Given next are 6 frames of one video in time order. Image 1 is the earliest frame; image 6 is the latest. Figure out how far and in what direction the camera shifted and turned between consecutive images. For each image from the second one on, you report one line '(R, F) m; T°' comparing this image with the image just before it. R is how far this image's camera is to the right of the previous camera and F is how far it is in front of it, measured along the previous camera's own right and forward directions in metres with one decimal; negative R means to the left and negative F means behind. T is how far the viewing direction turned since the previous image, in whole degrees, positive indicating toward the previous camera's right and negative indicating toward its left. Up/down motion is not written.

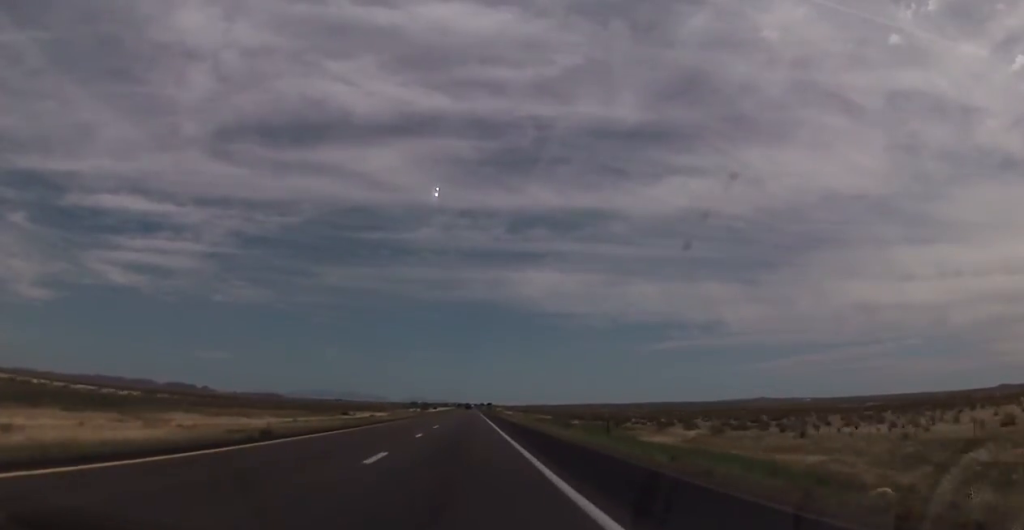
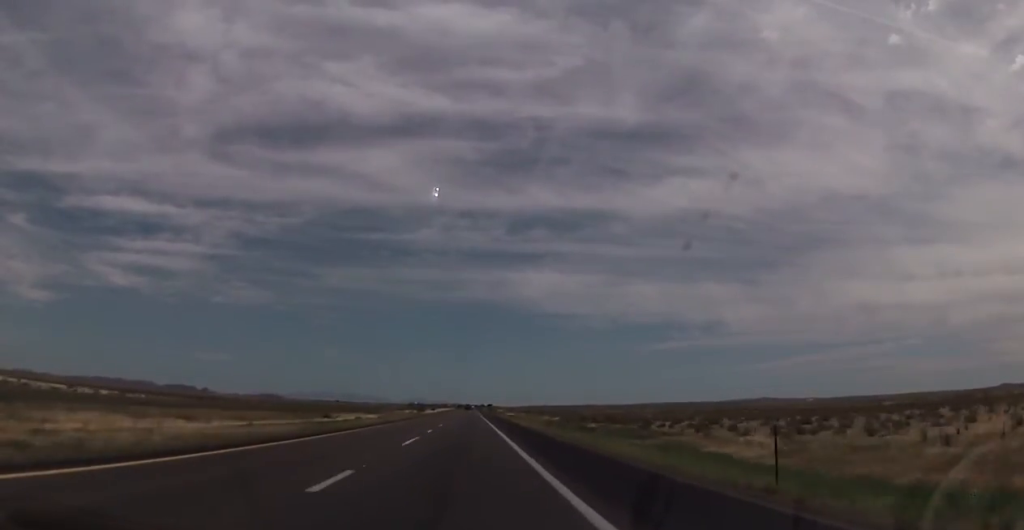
(0.0, +17.0) m; 0°
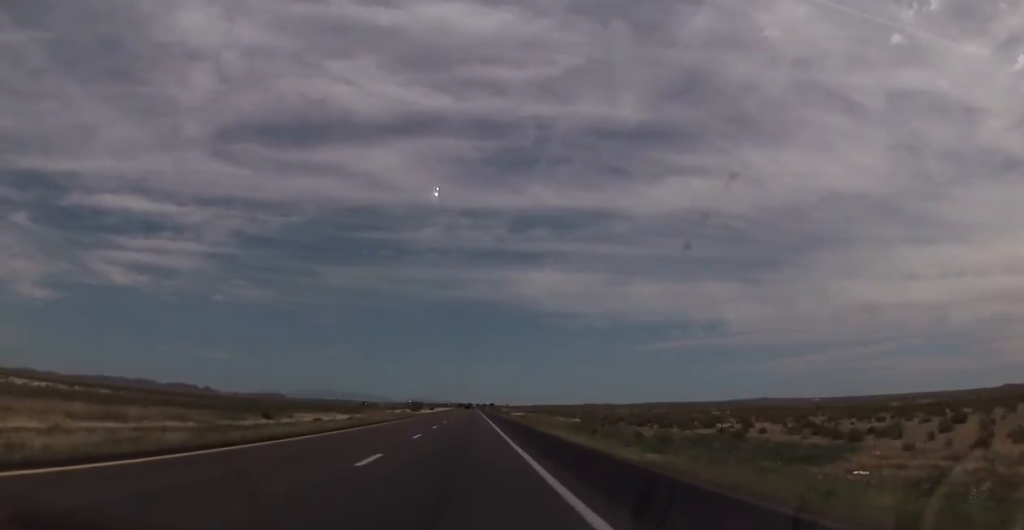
(0.0, +32.7) m; 0°
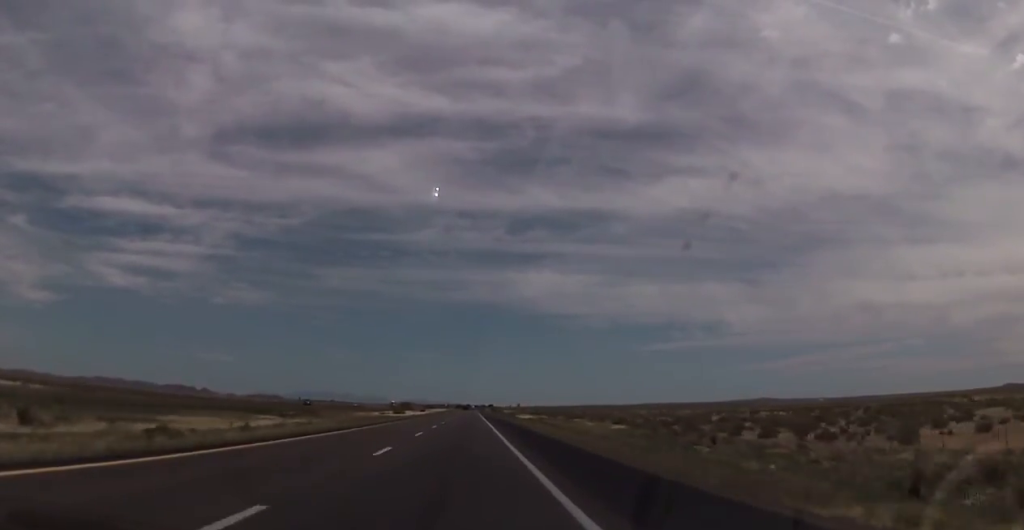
(0.0, +46.1) m; 0°
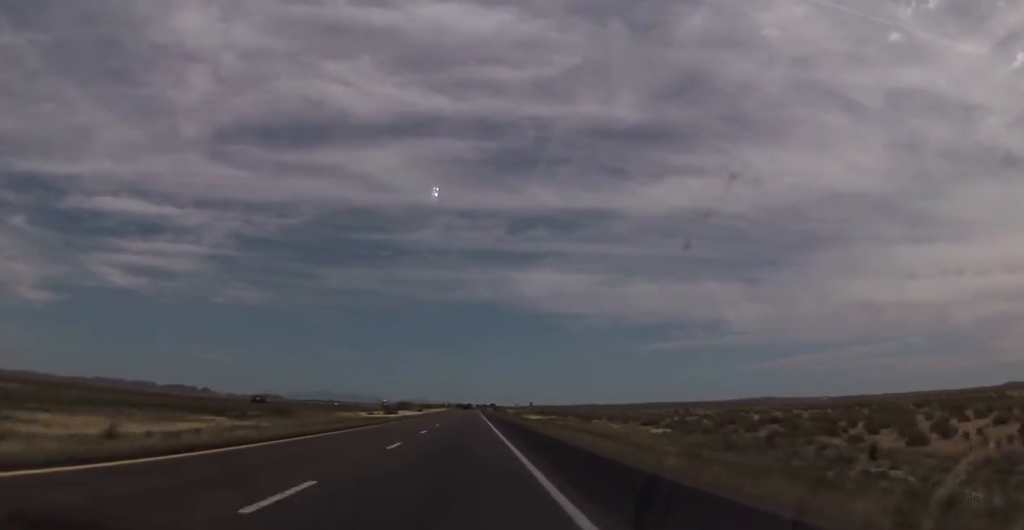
(0.0, +21.8) m; 0°
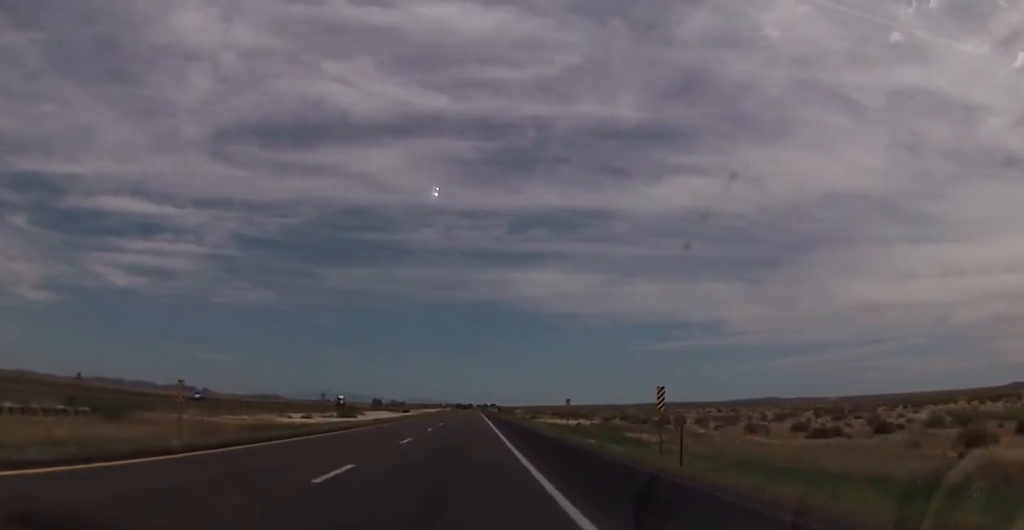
(-0.8, +58.1) m; -1°
